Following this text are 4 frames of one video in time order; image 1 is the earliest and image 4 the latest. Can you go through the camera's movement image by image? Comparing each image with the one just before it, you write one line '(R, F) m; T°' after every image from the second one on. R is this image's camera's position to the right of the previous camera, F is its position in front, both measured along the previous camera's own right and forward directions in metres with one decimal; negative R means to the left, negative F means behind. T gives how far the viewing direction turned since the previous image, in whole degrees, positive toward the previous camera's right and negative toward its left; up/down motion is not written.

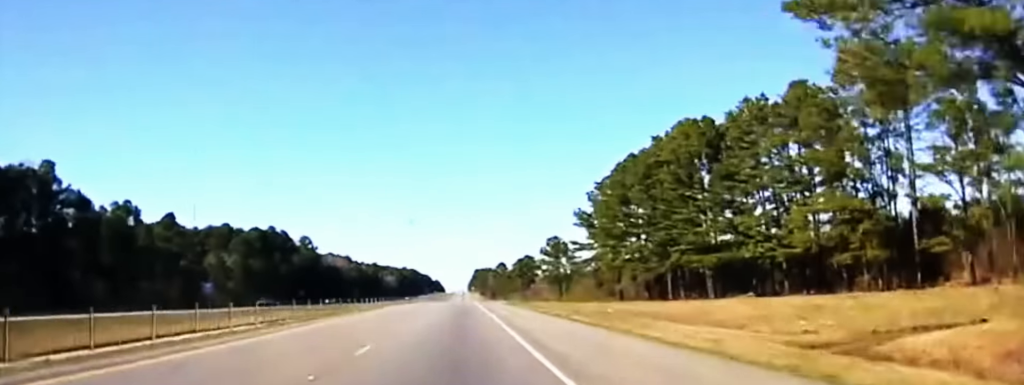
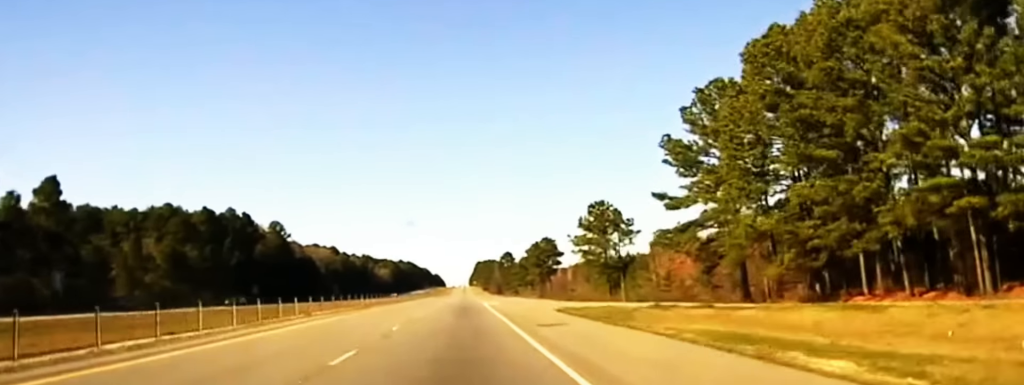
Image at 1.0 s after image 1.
(+0.2, +53.2) m; +1°
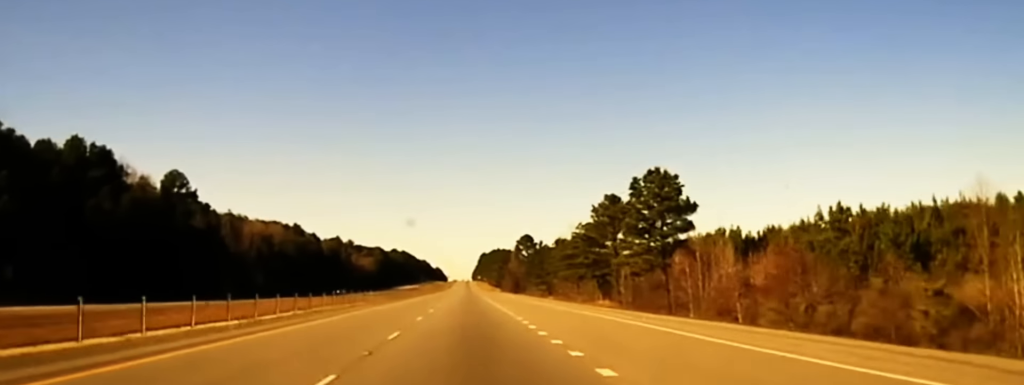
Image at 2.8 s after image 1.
(+0.2, +103.9) m; 0°
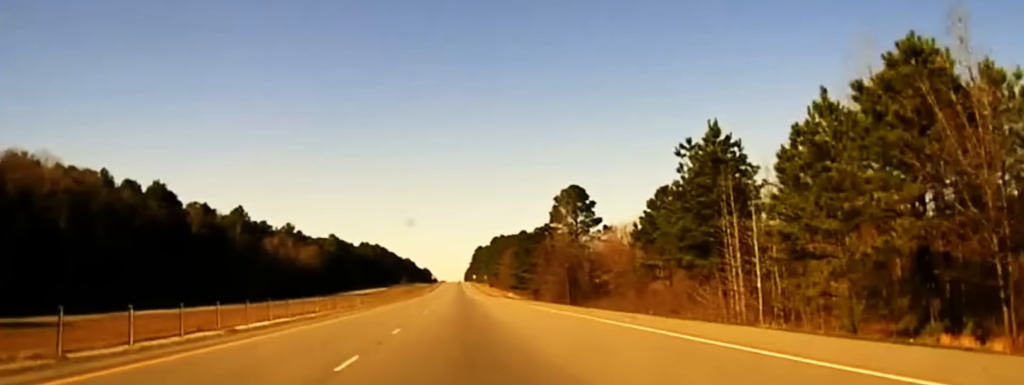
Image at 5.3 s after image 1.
(+0.4, +142.1) m; 0°
